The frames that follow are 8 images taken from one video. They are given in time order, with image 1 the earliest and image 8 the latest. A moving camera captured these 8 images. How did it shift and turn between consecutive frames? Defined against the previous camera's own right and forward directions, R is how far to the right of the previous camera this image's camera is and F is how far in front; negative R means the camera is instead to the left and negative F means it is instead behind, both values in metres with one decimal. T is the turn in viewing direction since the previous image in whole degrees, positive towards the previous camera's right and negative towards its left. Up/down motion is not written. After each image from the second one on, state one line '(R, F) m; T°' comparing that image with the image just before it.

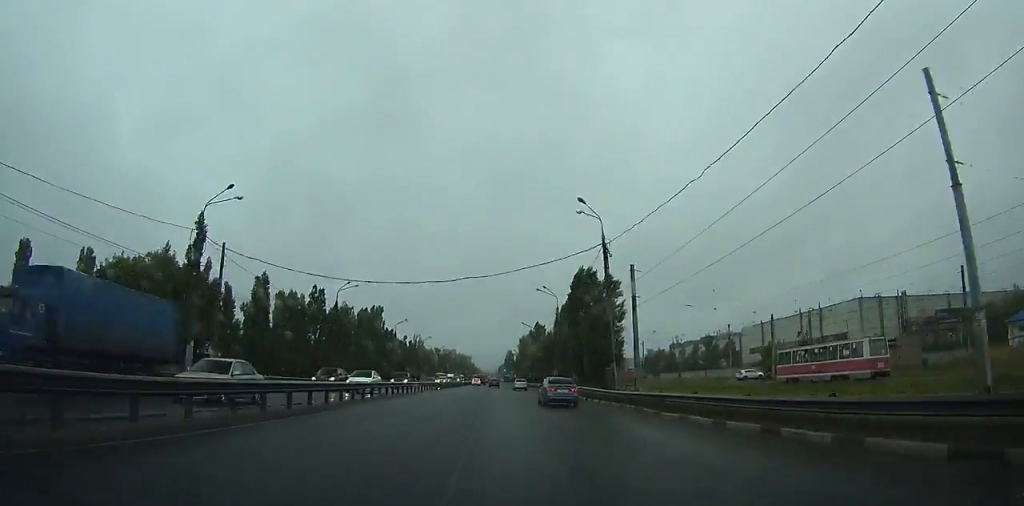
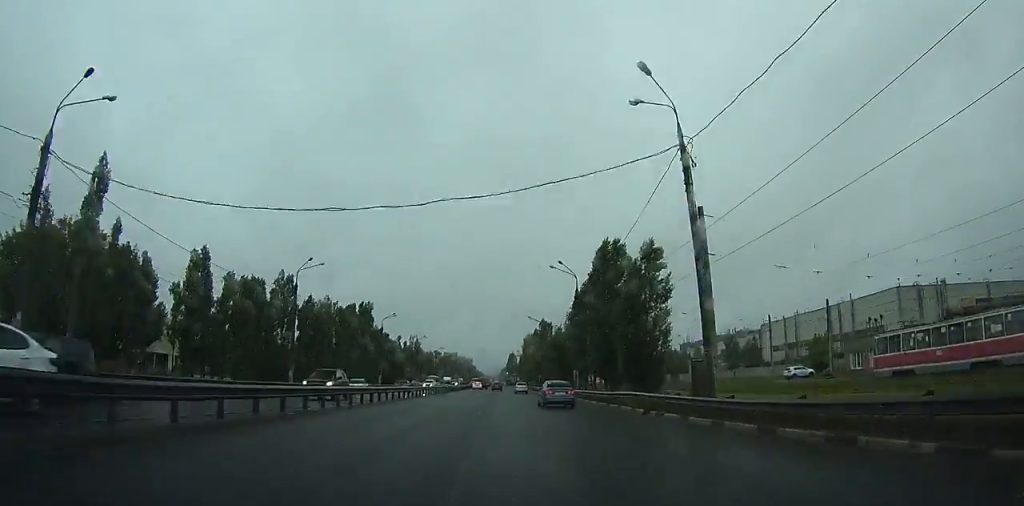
(0.0, +15.4) m; 0°
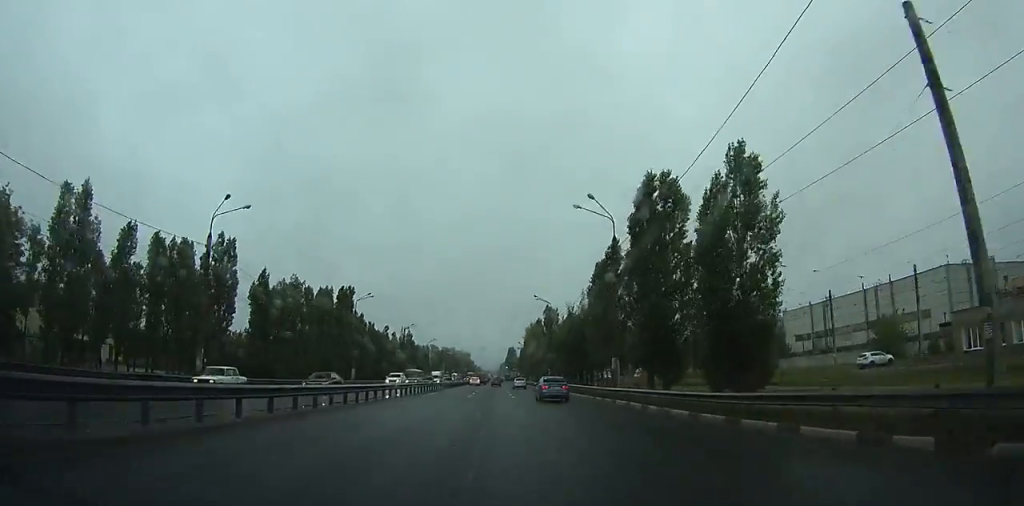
(+0.1, +18.1) m; +1°
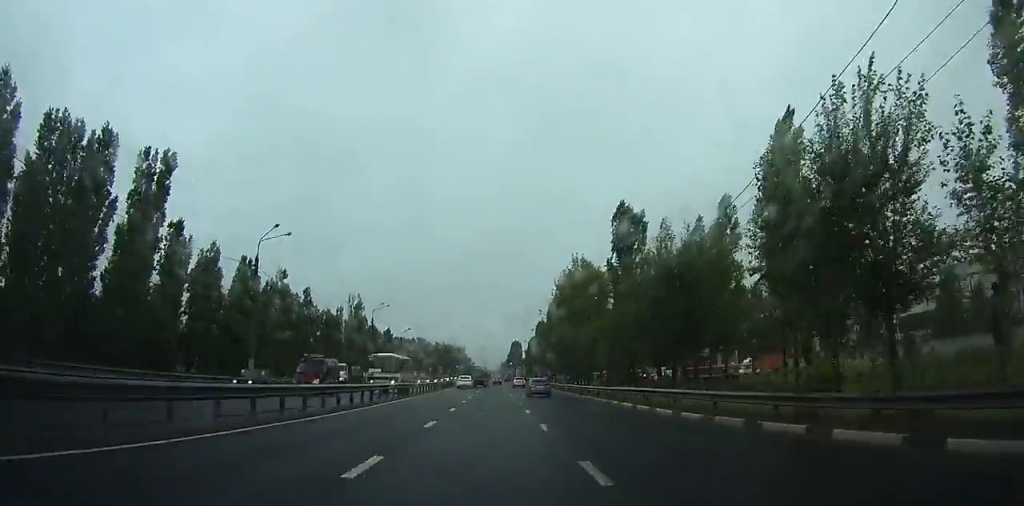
(+7.8, +79.7) m; +6°
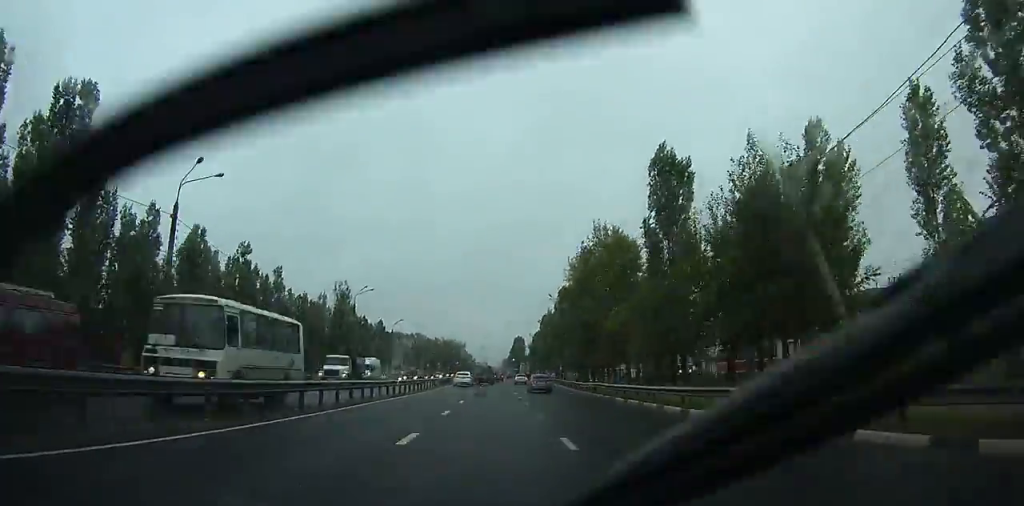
(-0.2, +13.1) m; -3°
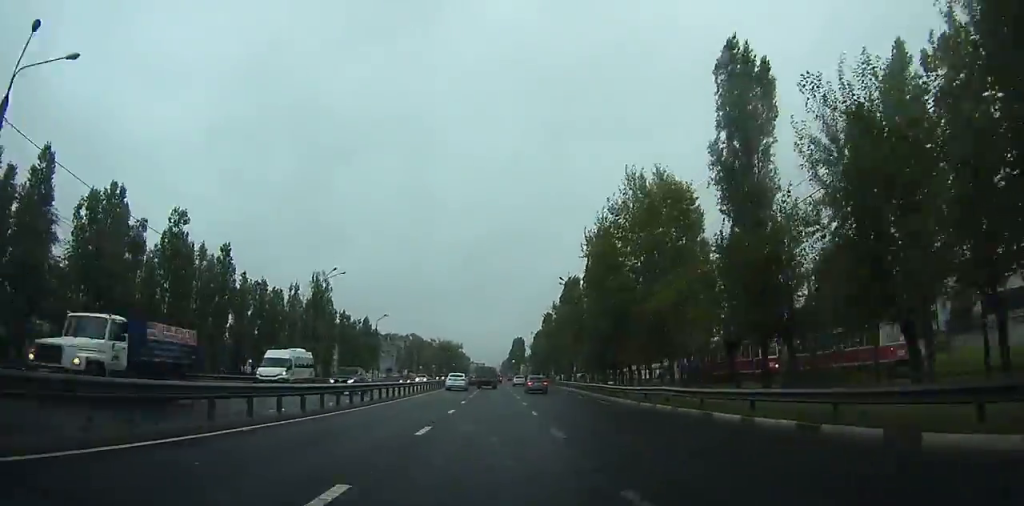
(-1.5, +14.2) m; -6°
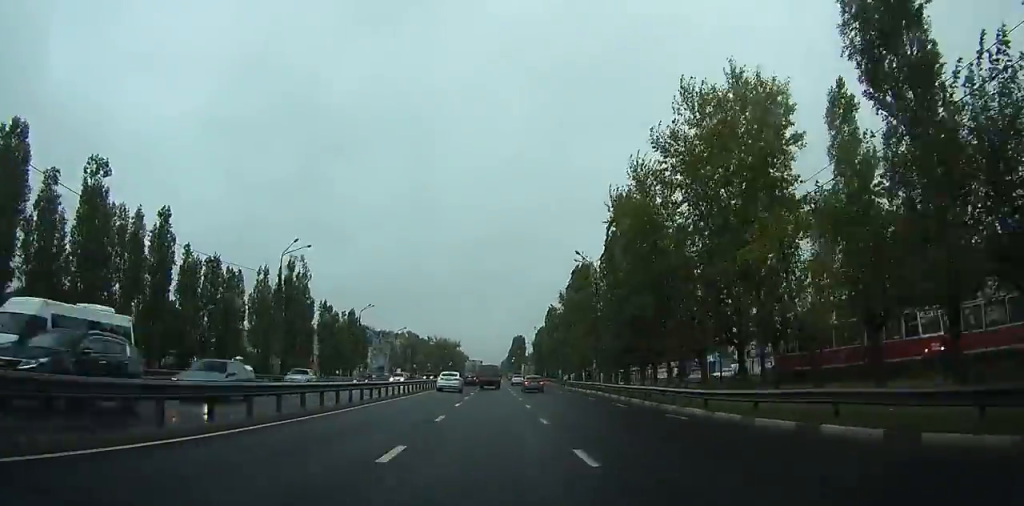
(-0.5, +12.9) m; -4°
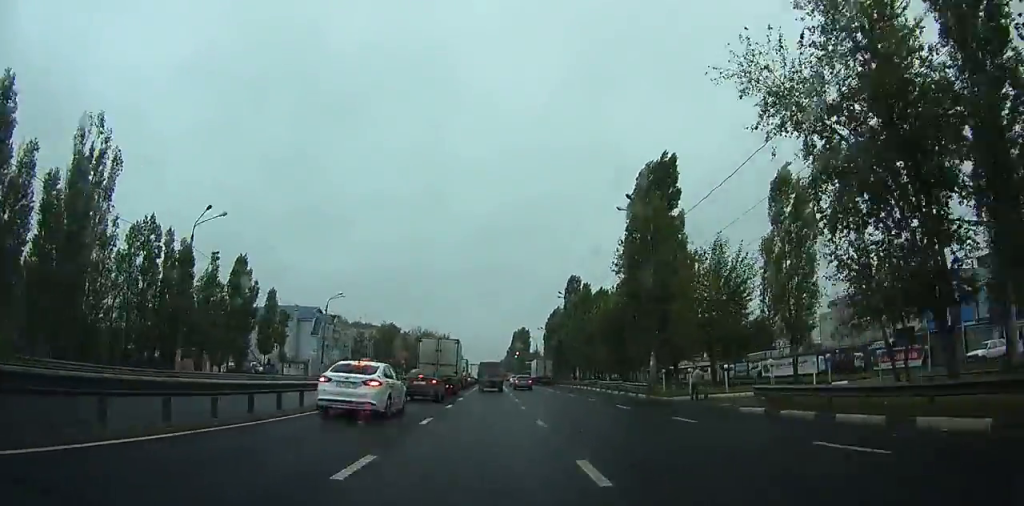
(-3.2, +52.5) m; -3°
